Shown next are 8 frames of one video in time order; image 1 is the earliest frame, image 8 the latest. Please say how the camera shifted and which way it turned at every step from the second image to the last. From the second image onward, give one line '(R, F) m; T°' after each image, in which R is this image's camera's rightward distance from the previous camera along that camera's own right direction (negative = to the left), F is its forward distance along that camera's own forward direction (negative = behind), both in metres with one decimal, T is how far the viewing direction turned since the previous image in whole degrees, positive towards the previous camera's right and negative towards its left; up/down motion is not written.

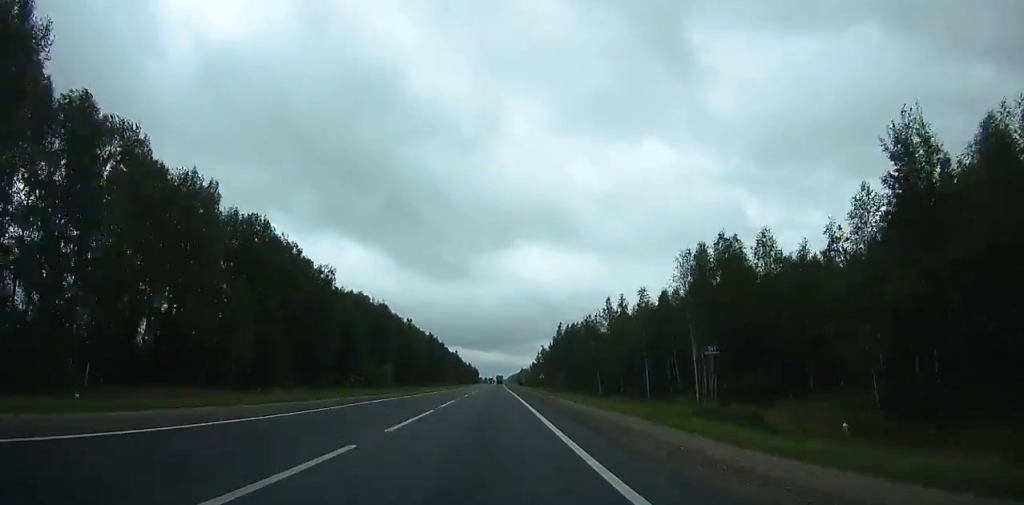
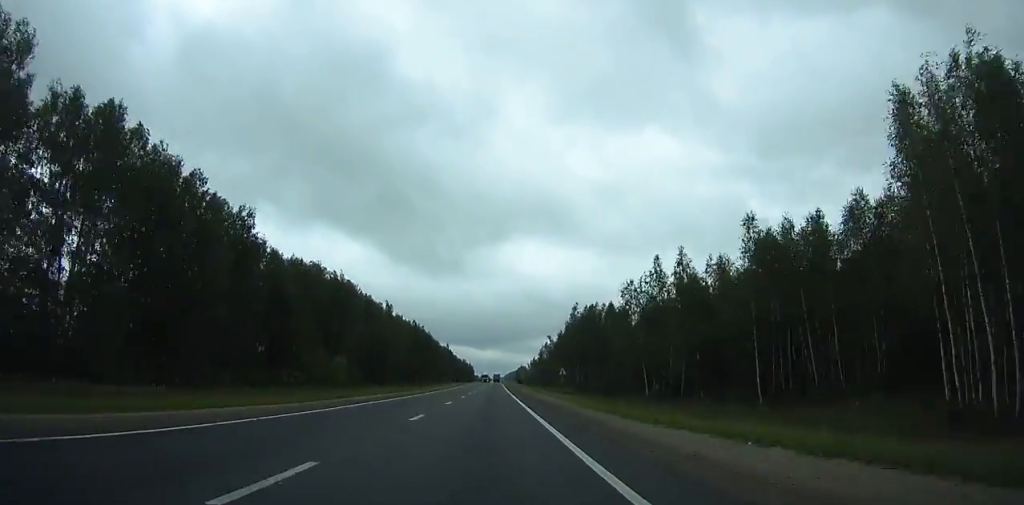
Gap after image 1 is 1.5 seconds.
(0.0, +38.3) m; 0°
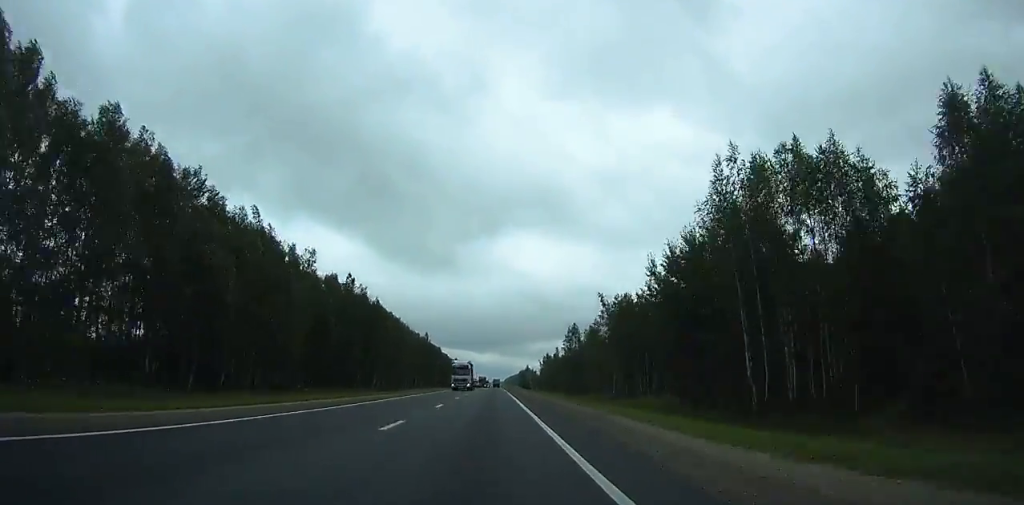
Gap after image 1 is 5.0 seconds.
(+0.3, +88.5) m; 0°
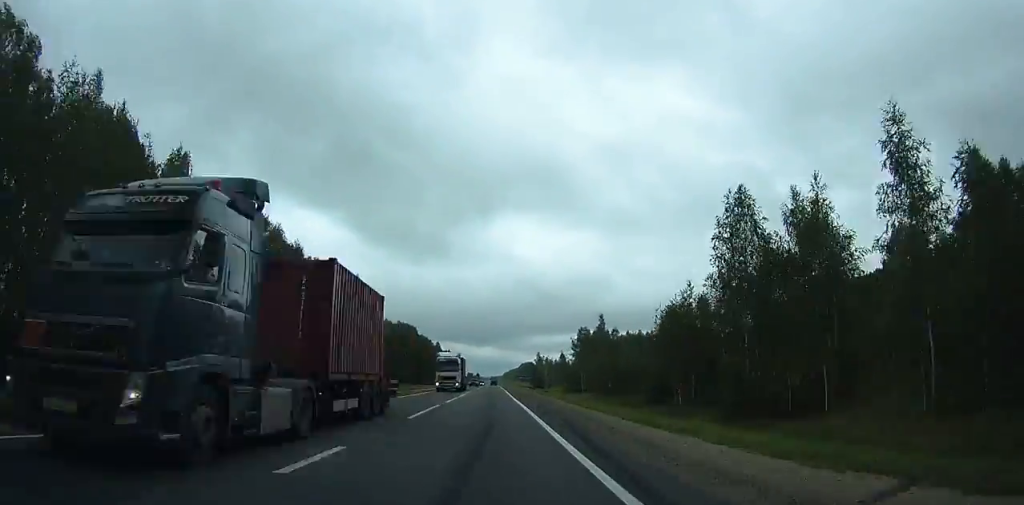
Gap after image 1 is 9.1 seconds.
(-0.1, +102.9) m; 0°
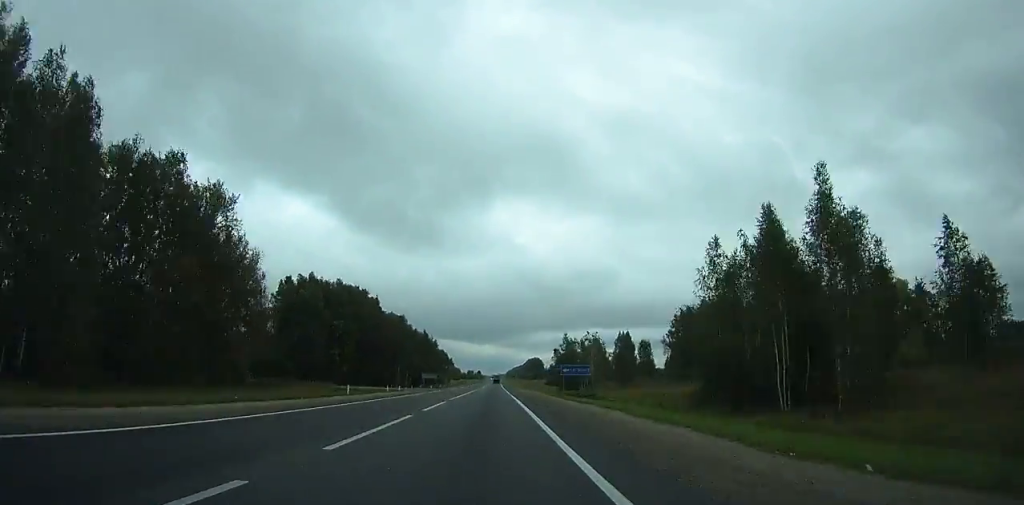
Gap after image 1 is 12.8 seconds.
(+0.1, +92.7) m; 0°
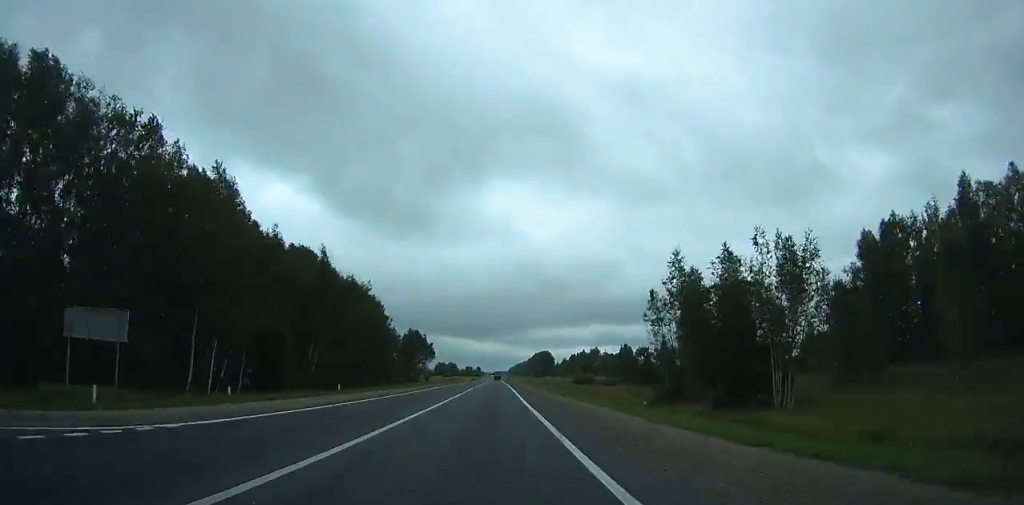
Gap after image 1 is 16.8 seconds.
(-0.2, +100.3) m; 0°
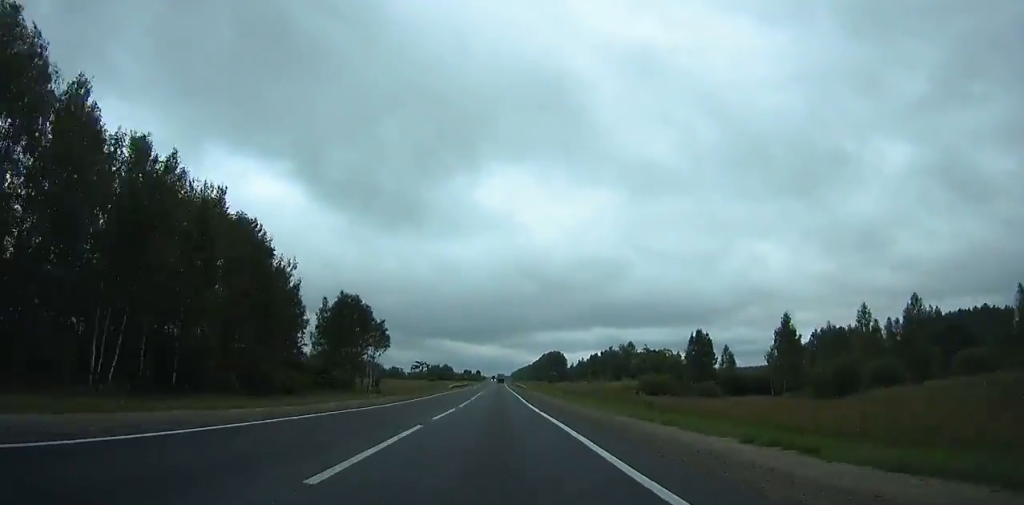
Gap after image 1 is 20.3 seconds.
(-0.1, +87.6) m; 0°
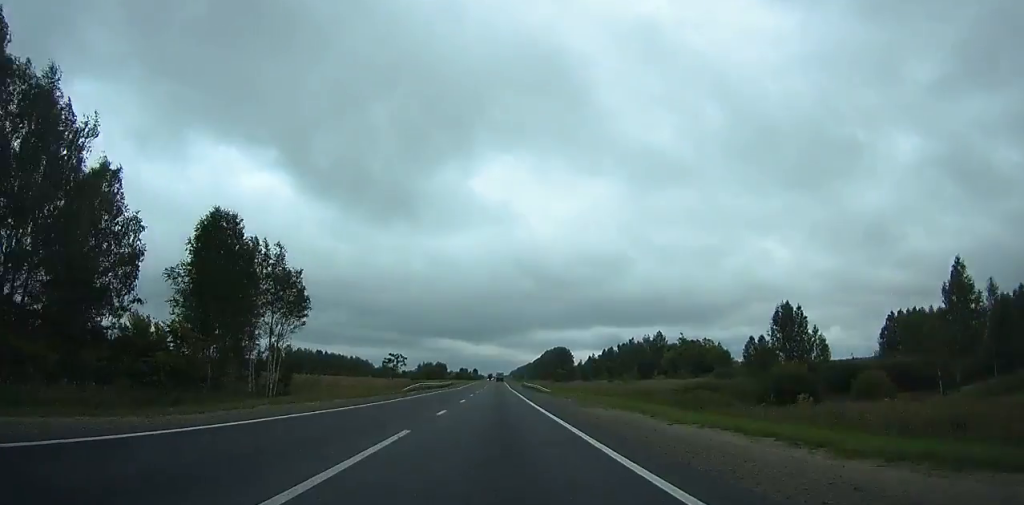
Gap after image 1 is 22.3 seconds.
(-0.1, +50.1) m; 0°
